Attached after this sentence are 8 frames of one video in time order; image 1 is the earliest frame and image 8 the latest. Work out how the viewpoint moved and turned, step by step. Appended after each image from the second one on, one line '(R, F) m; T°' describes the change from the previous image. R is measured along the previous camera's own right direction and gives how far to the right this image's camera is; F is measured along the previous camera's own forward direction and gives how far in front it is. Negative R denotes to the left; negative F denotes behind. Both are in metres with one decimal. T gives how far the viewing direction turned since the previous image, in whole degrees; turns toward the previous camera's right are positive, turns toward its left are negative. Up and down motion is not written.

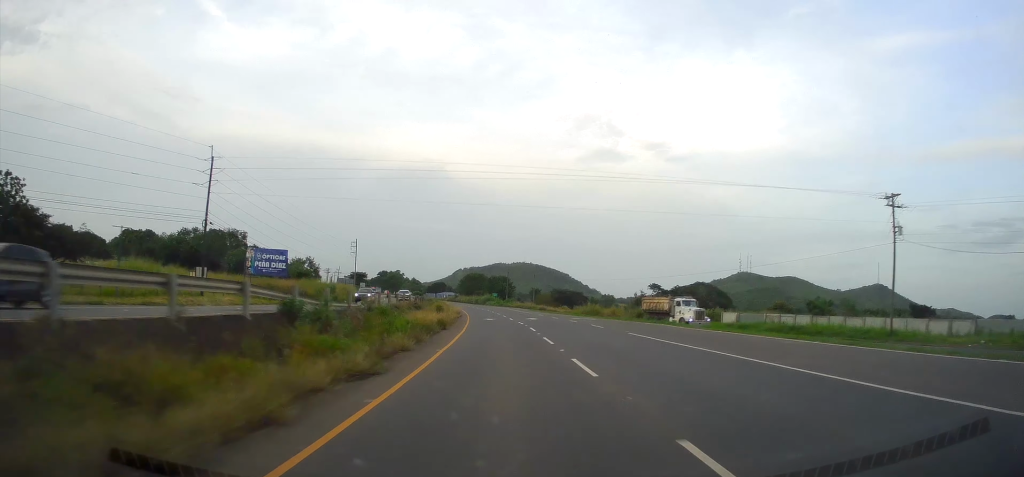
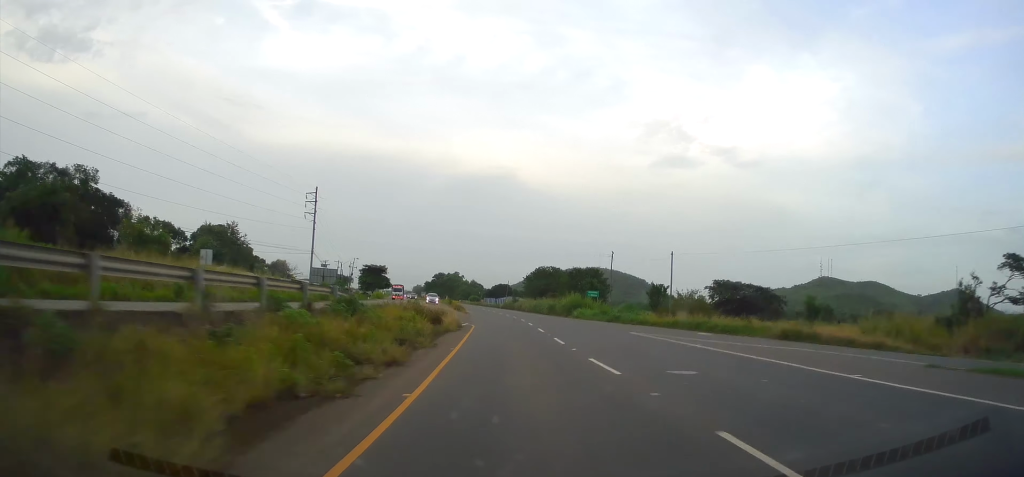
(-3.4, +66.6) m; -6°
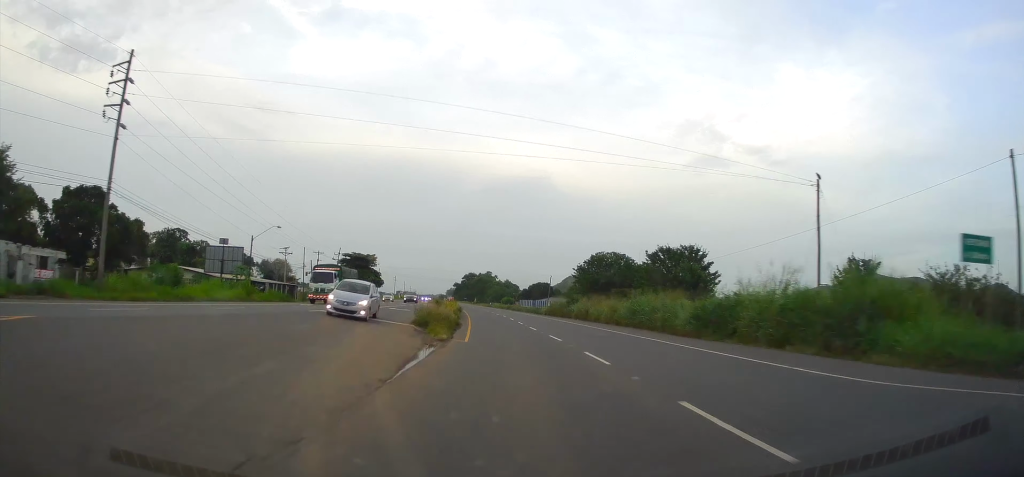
(-1.7, +39.3) m; -4°
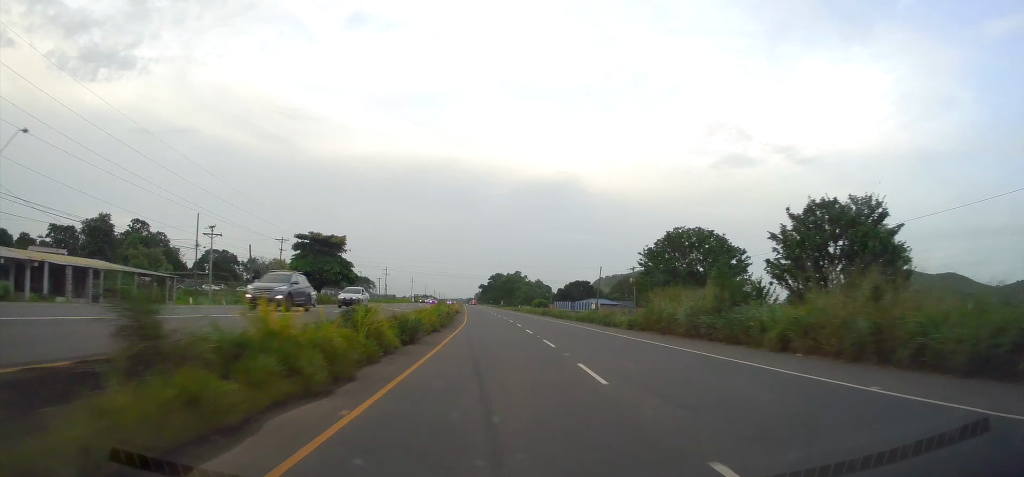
(-0.8, +30.3) m; -3°
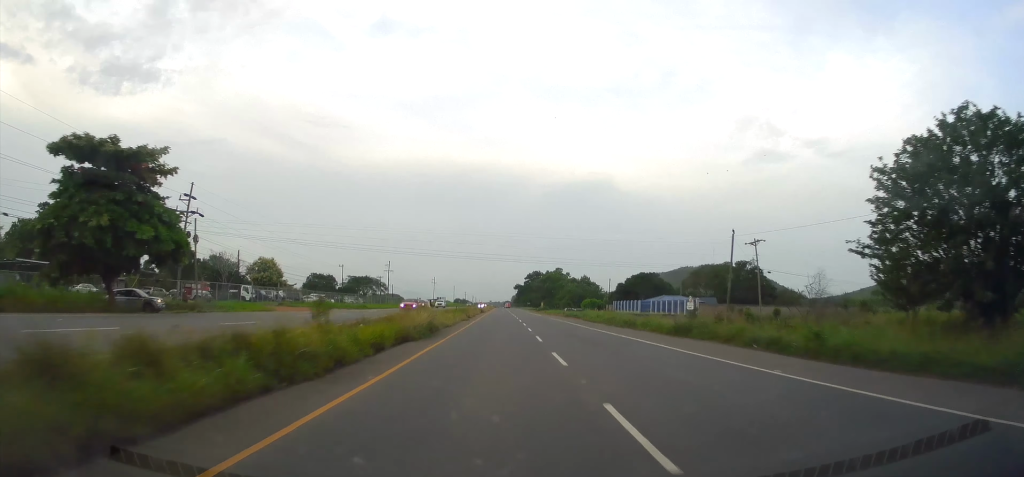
(-0.9, +41.7) m; -3°
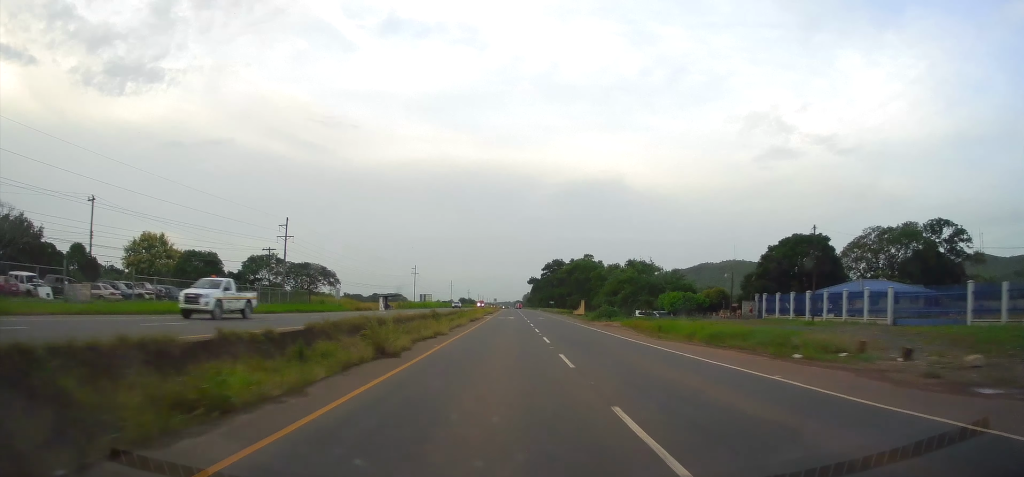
(-2.7, +70.4) m; -3°
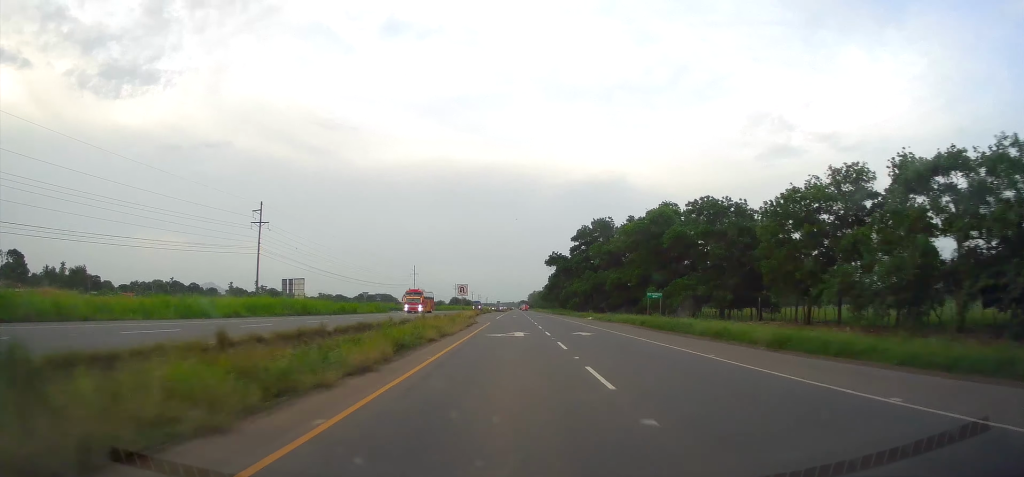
(-0.4, +110.0) m; +1°
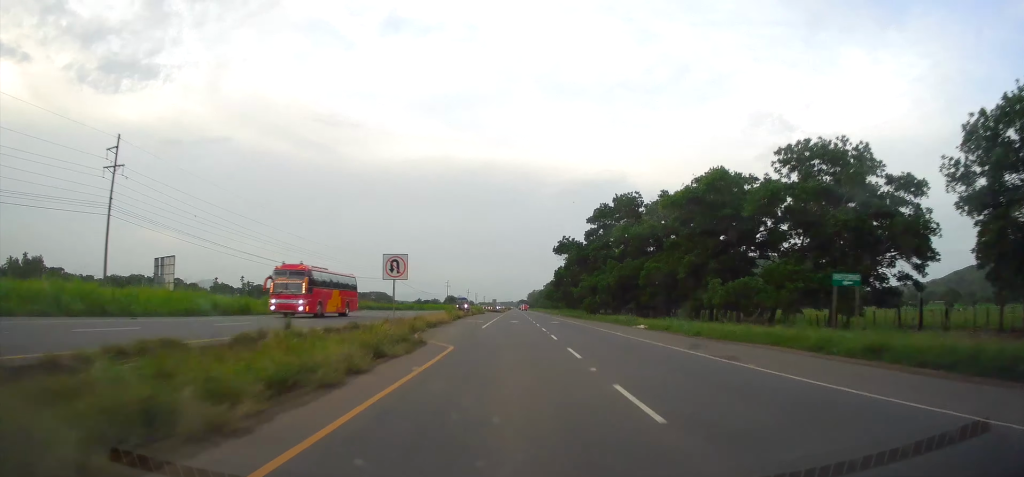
(+0.1, +27.4) m; 0°
